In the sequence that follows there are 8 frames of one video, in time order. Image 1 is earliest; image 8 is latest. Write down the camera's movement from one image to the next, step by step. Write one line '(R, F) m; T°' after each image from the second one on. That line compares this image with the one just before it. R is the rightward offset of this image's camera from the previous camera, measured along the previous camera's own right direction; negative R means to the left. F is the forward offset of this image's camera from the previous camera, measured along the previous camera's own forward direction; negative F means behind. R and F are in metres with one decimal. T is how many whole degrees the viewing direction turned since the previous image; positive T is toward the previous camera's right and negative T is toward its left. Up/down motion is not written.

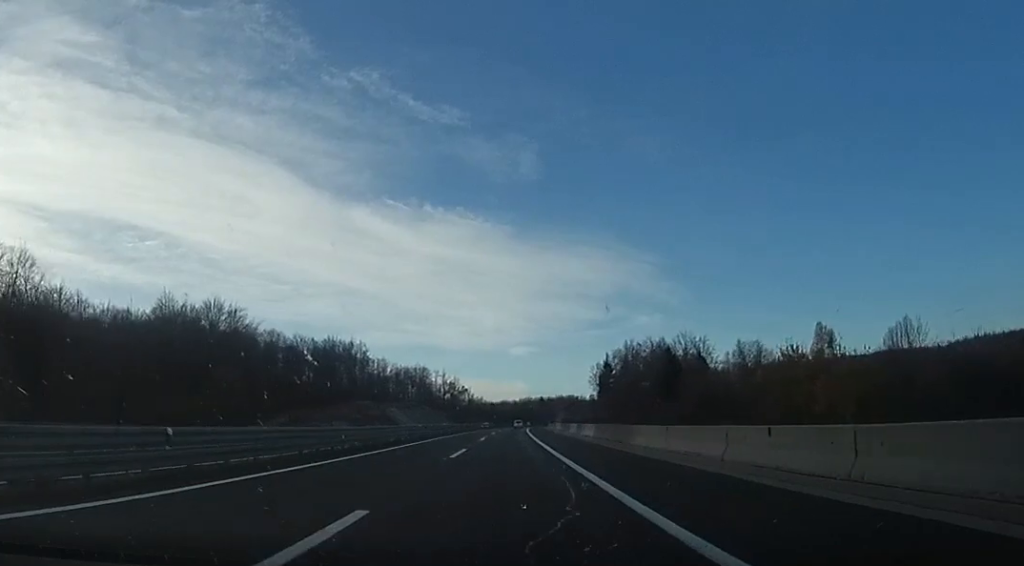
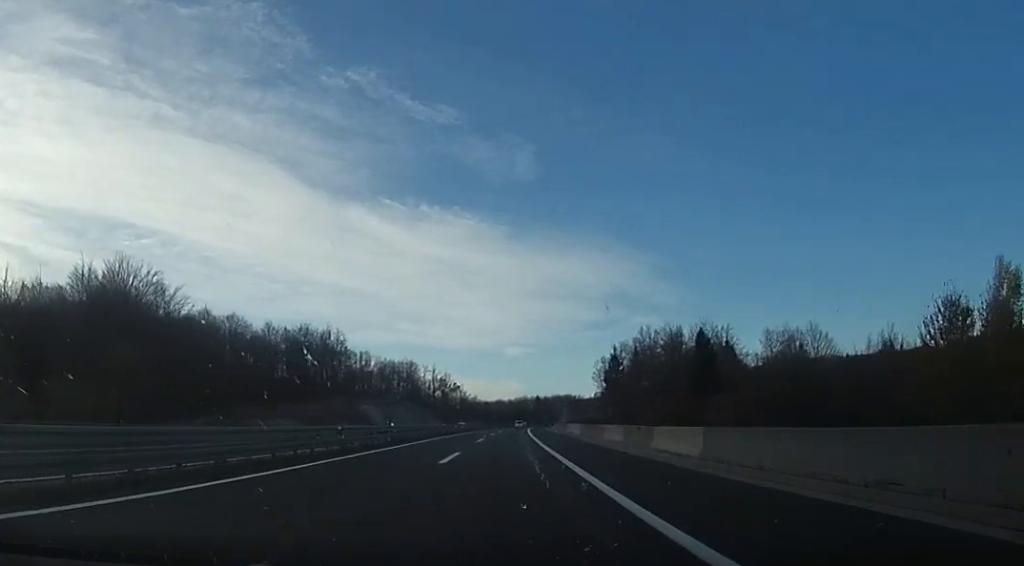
(-0.9, +22.3) m; 0°
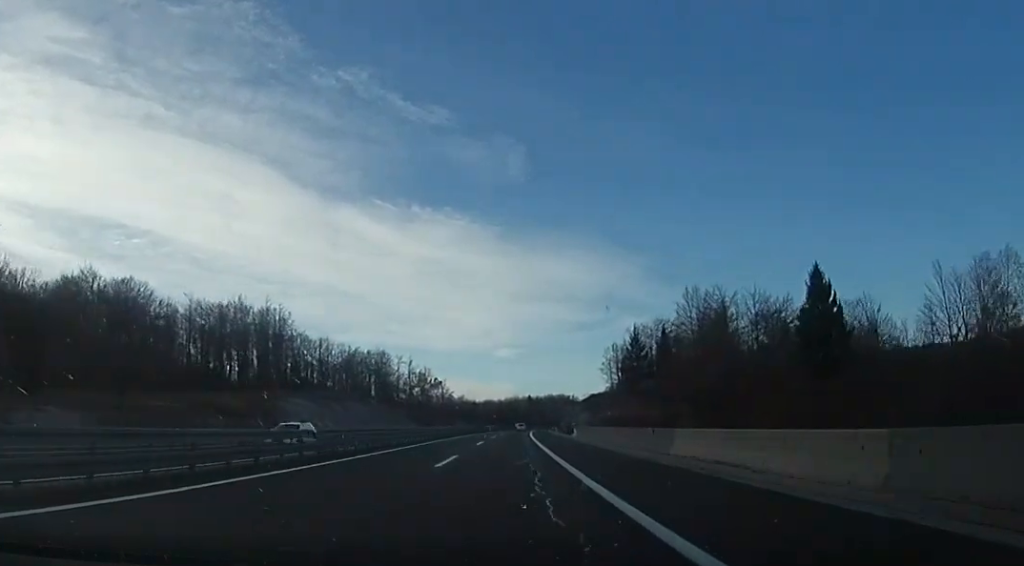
(+1.2, +39.0) m; 0°
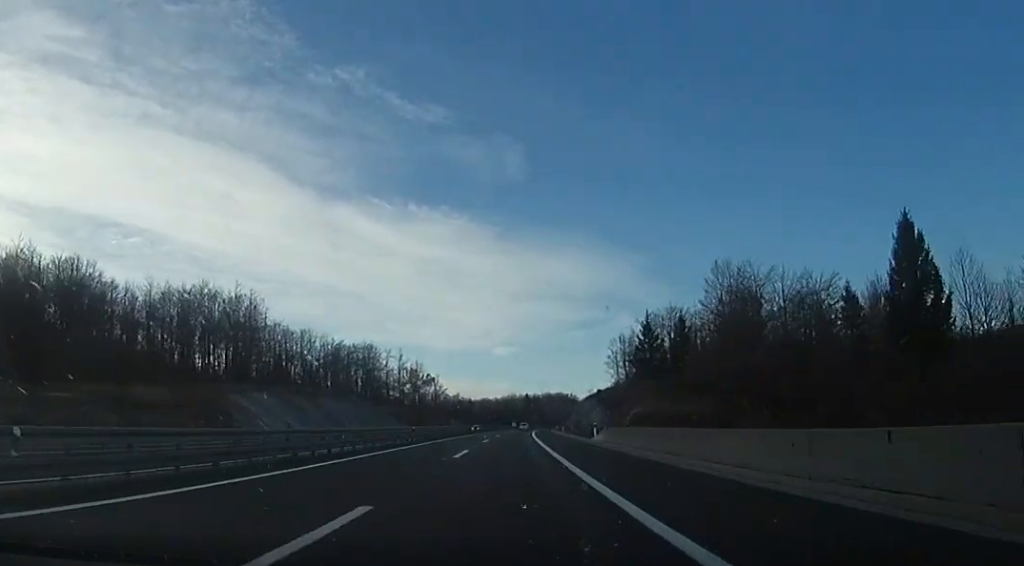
(-1.0, +14.8) m; 0°
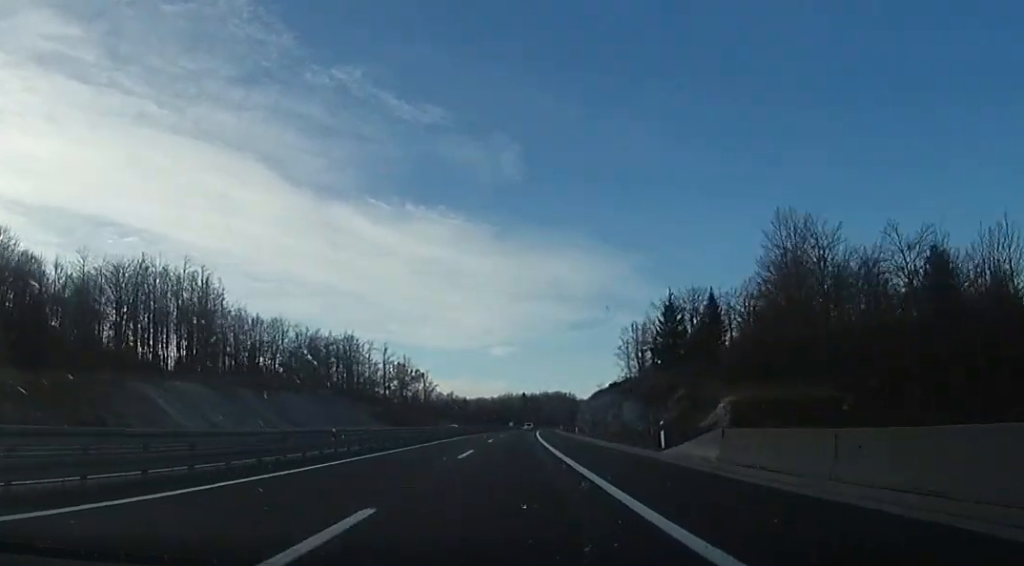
(-0.5, +19.6) m; +1°
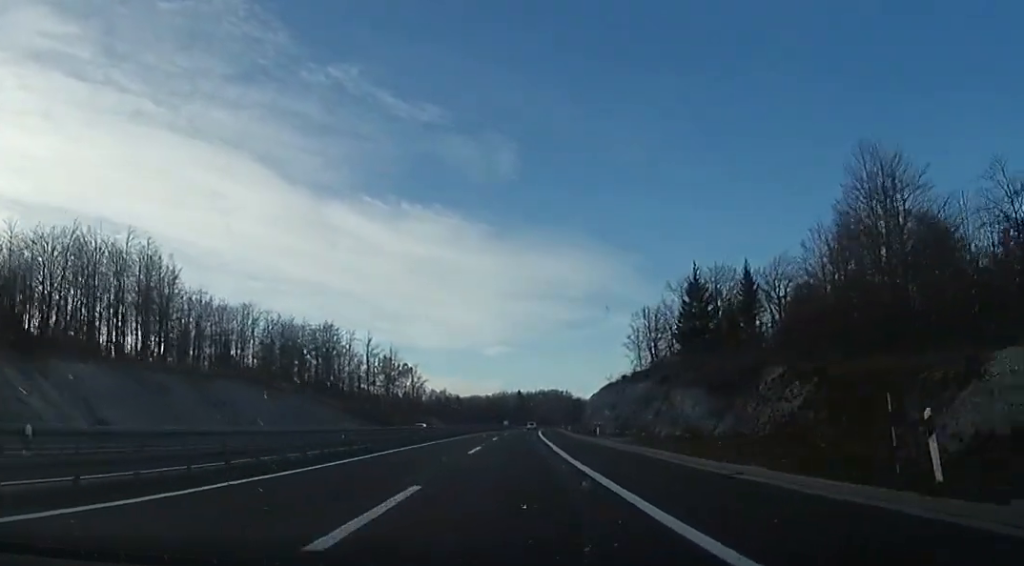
(+1.0, +16.3) m; +2°
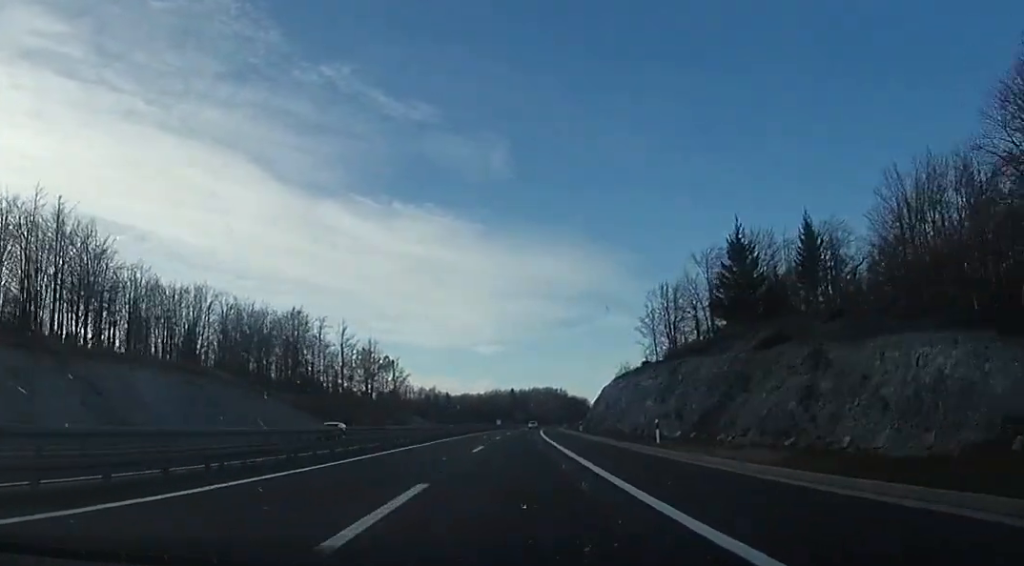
(+0.3, +19.3) m; +1°
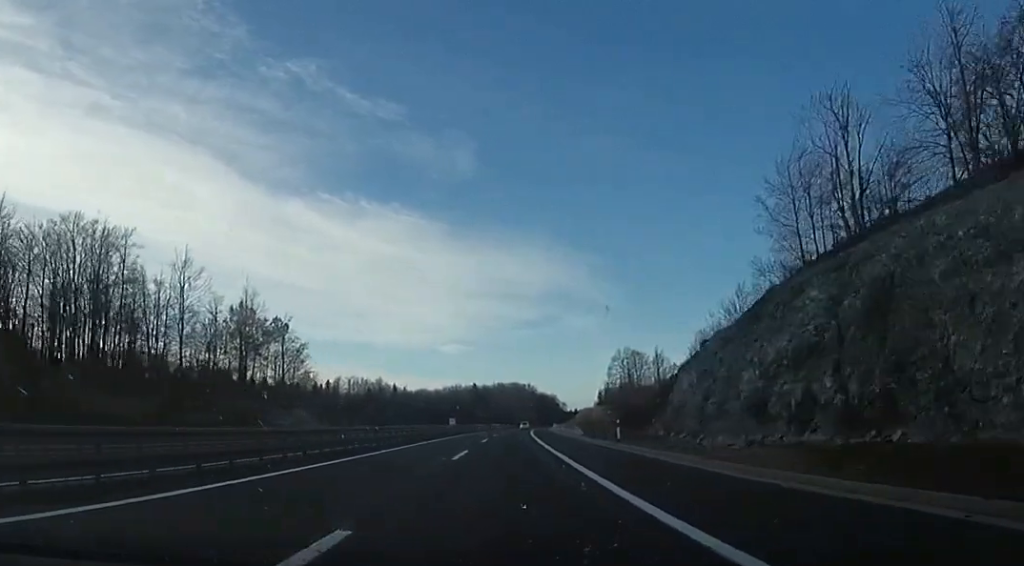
(+0.1, +64.0) m; 0°
